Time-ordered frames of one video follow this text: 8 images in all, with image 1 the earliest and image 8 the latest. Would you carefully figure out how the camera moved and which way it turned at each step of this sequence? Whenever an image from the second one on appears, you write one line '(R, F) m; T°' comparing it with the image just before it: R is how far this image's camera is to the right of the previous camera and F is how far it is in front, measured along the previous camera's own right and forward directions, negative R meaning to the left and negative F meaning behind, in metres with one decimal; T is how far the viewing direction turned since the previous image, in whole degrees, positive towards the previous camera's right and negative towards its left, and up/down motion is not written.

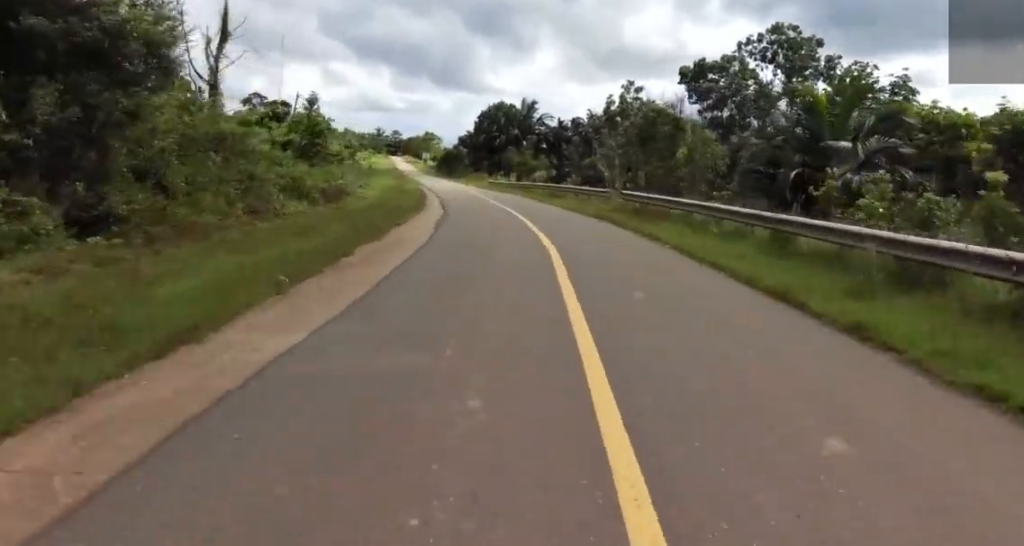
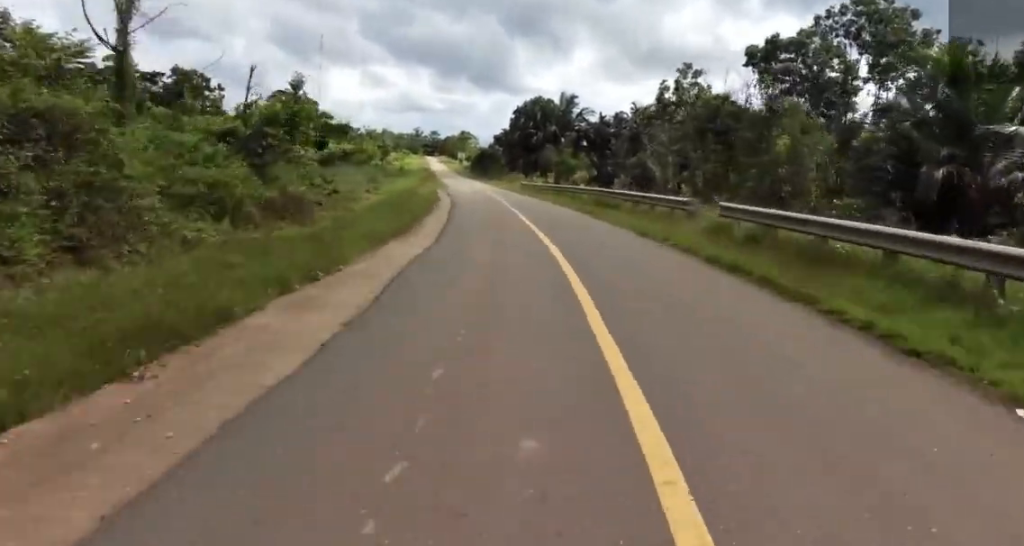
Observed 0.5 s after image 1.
(-0.3, +9.1) m; -2°
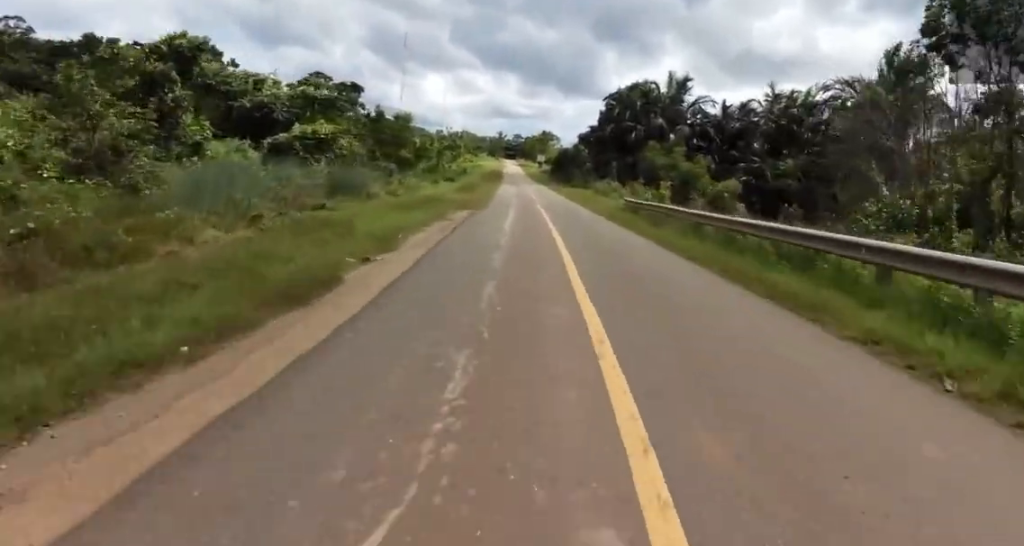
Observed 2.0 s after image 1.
(-1.0, +28.6) m; -3°
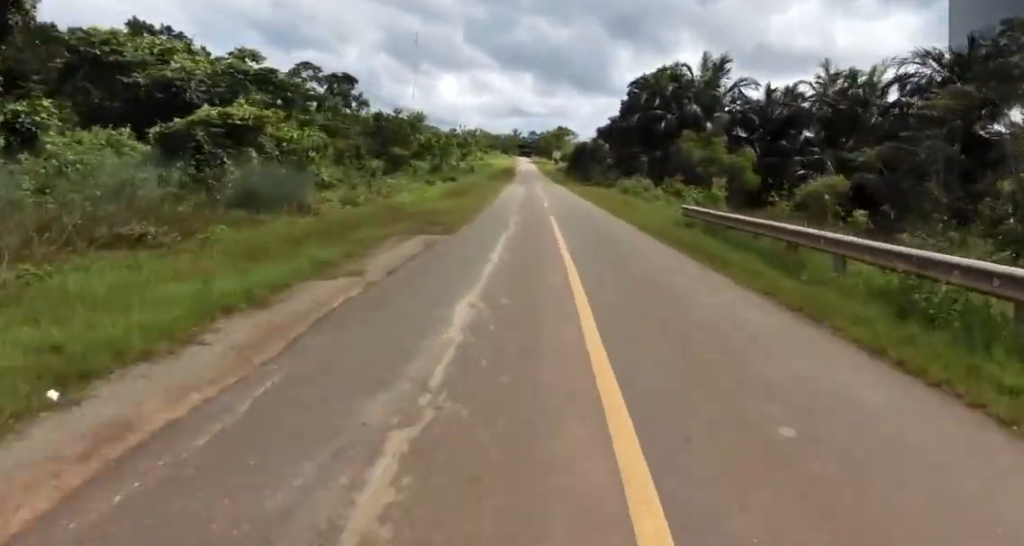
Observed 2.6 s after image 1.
(-0.2, +10.4) m; 0°
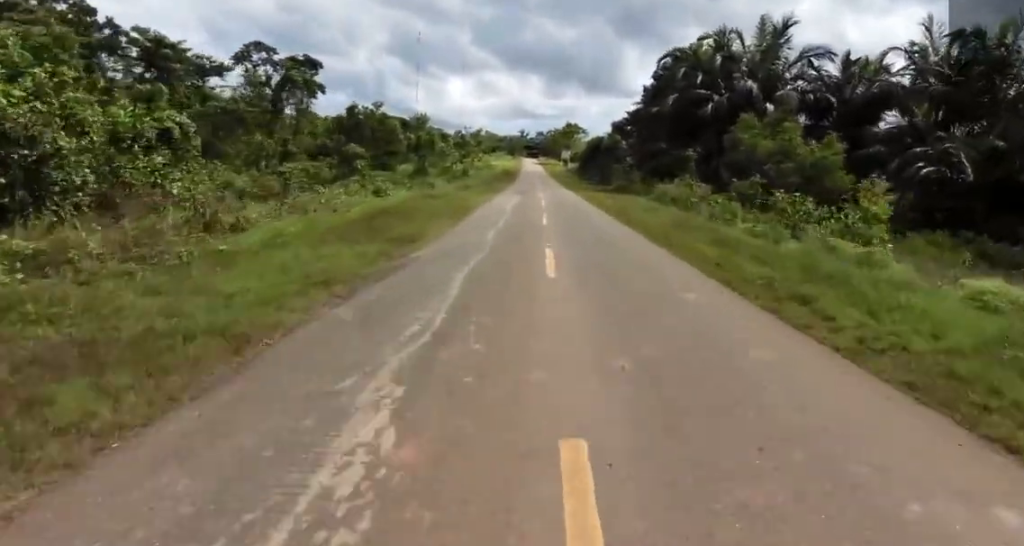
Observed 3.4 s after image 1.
(+0.8, +16.8) m; 0°
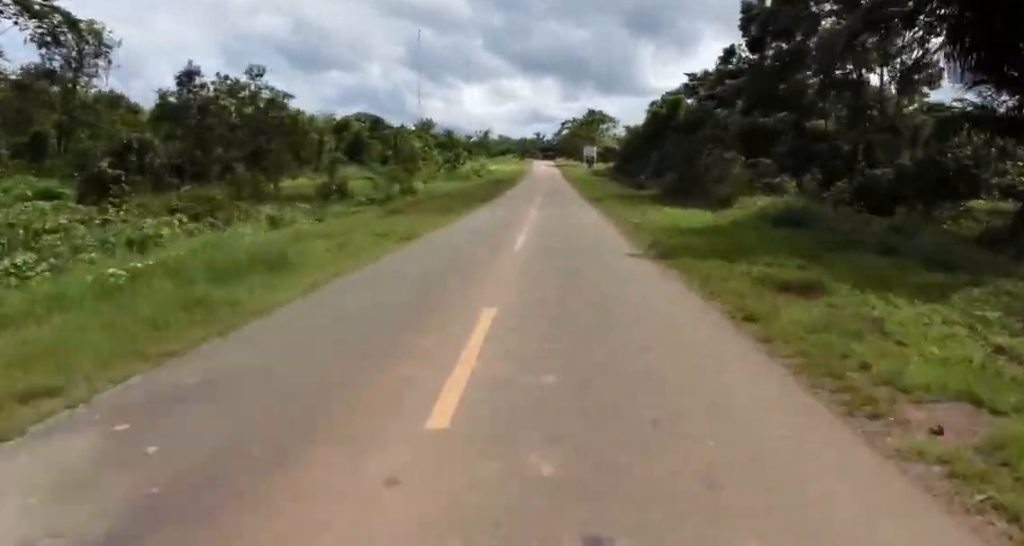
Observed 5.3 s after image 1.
(-2.1, +40.2) m; -3°
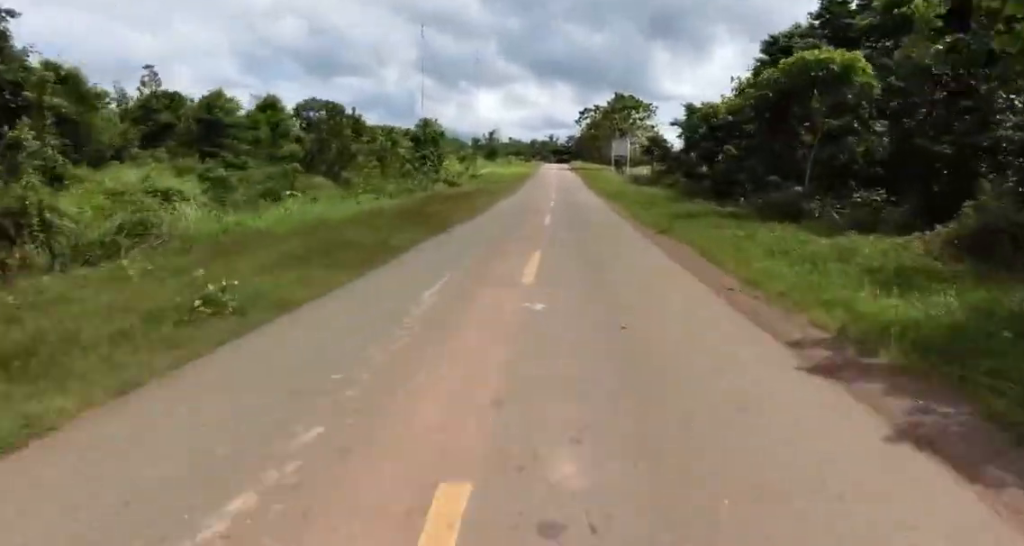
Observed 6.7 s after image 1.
(0.0, +29.8) m; 0°
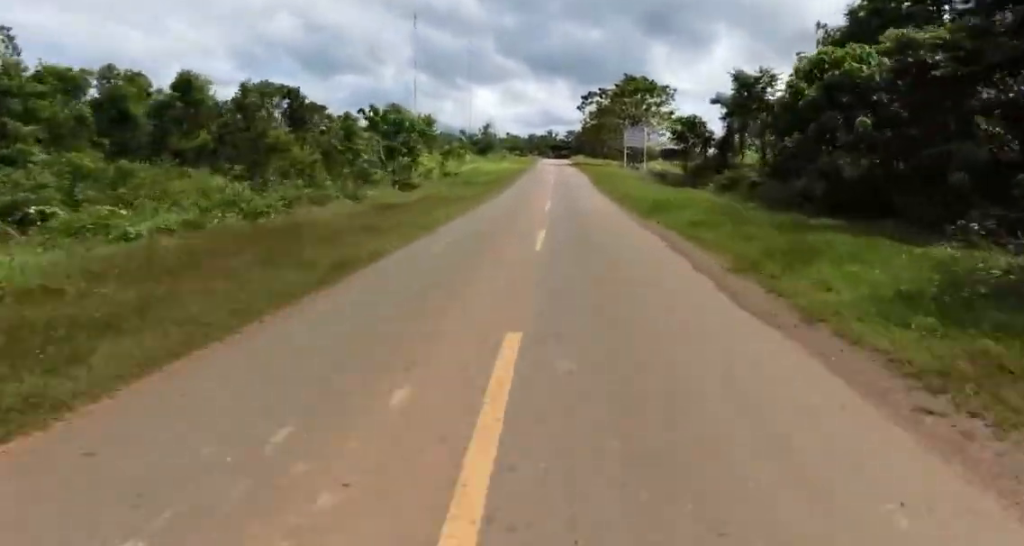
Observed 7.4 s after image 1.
(0.0, +13.9) m; 0°
